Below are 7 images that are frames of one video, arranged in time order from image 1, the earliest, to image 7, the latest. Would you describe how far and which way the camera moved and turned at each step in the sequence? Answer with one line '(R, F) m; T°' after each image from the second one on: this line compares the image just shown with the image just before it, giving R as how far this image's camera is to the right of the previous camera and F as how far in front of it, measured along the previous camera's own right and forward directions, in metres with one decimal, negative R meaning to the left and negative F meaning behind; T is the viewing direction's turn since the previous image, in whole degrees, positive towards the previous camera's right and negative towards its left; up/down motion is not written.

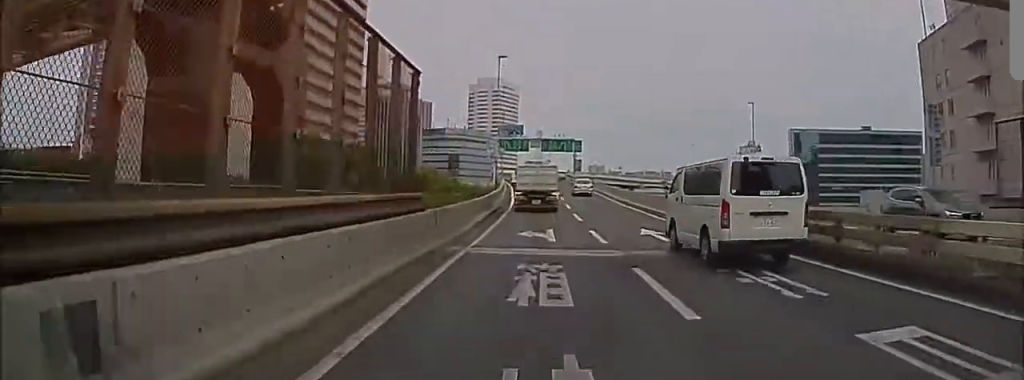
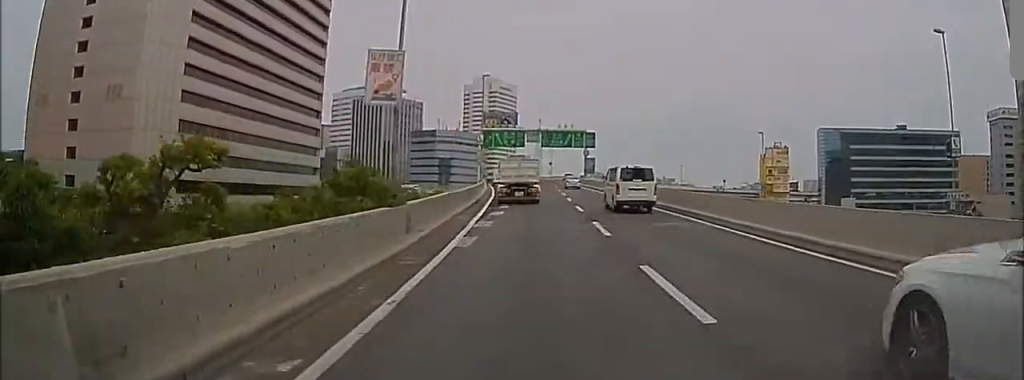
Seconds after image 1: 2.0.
(-0.1, +29.4) m; 0°
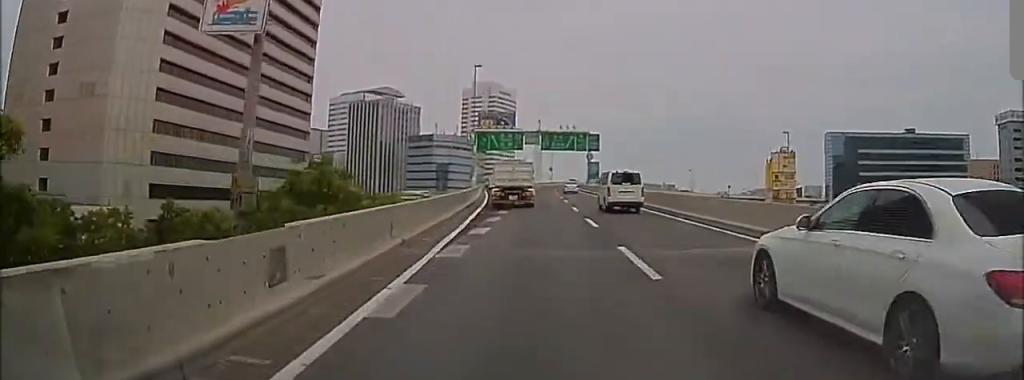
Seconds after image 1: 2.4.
(+0.1, +6.3) m; 0°
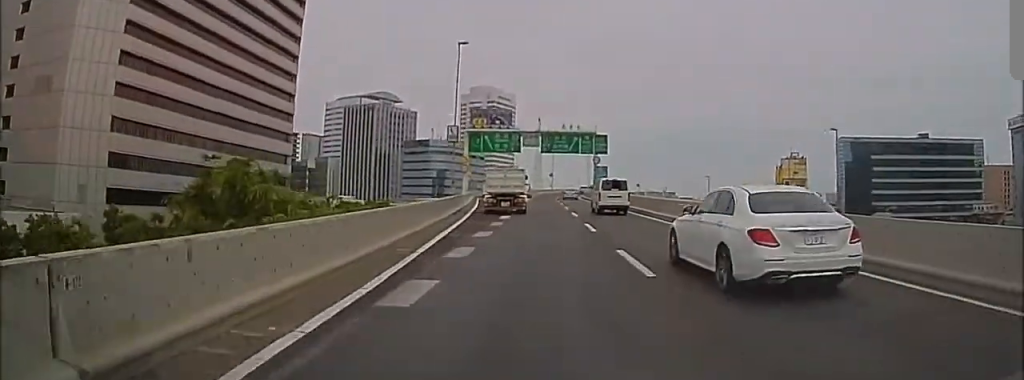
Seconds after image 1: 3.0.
(-0.1, +9.3) m; 0°
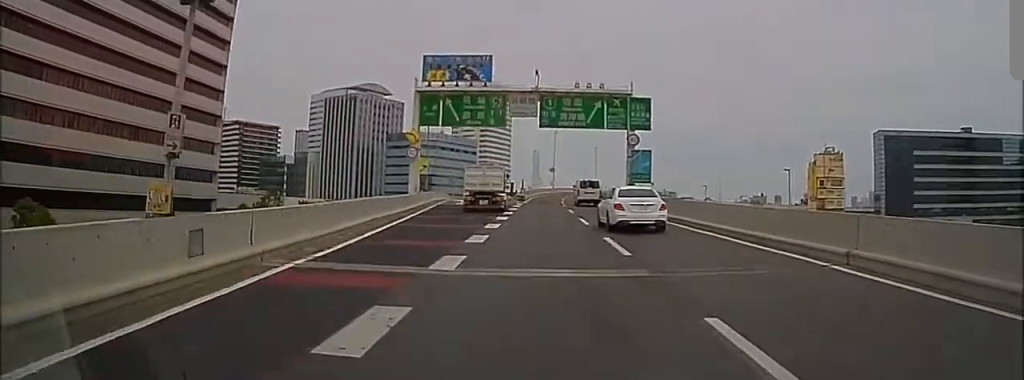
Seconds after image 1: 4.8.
(0.0, +26.0) m; 0°
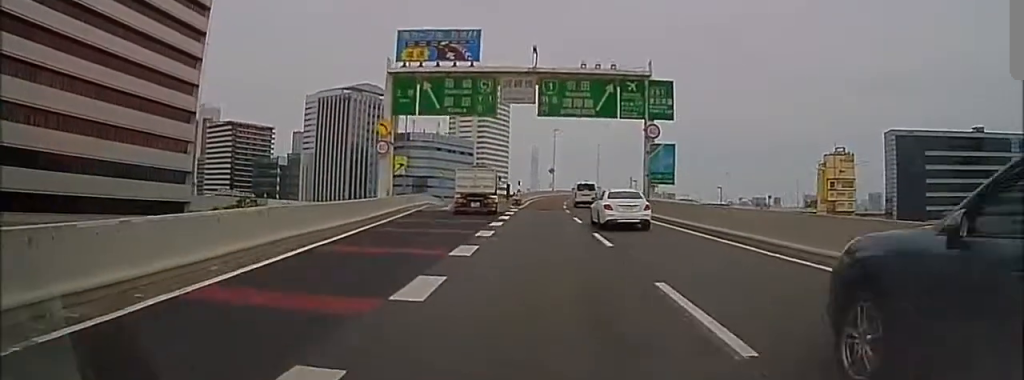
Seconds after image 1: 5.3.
(-0.1, +7.5) m; 0°
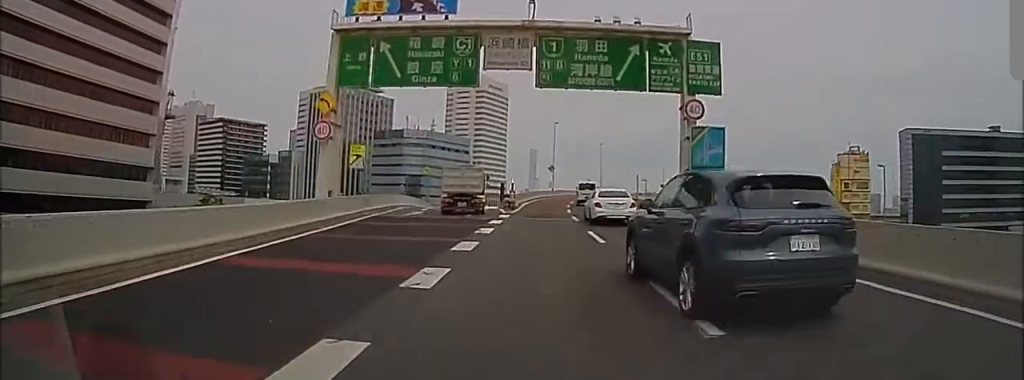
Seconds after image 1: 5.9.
(+0.1, +9.9) m; +1°
